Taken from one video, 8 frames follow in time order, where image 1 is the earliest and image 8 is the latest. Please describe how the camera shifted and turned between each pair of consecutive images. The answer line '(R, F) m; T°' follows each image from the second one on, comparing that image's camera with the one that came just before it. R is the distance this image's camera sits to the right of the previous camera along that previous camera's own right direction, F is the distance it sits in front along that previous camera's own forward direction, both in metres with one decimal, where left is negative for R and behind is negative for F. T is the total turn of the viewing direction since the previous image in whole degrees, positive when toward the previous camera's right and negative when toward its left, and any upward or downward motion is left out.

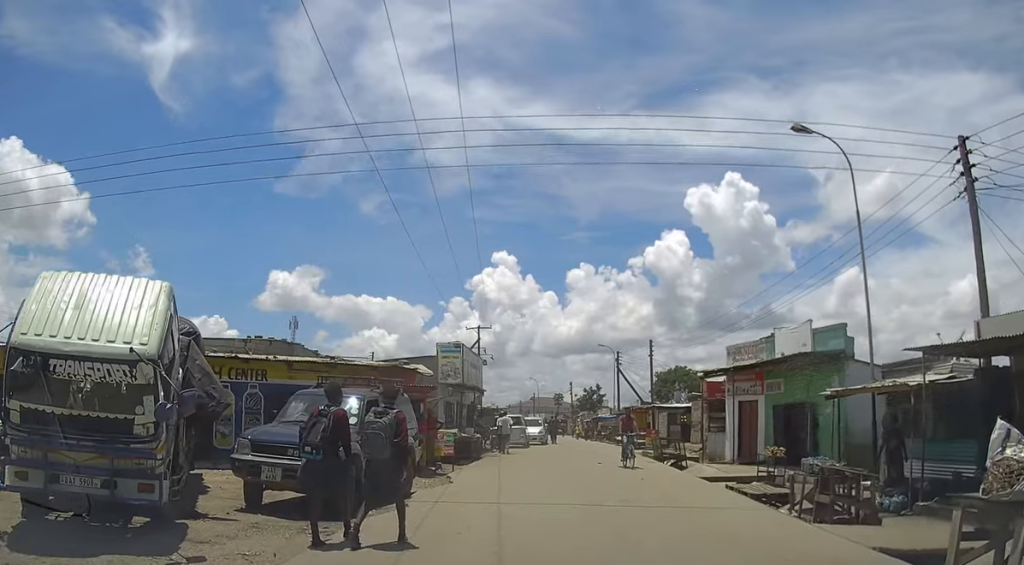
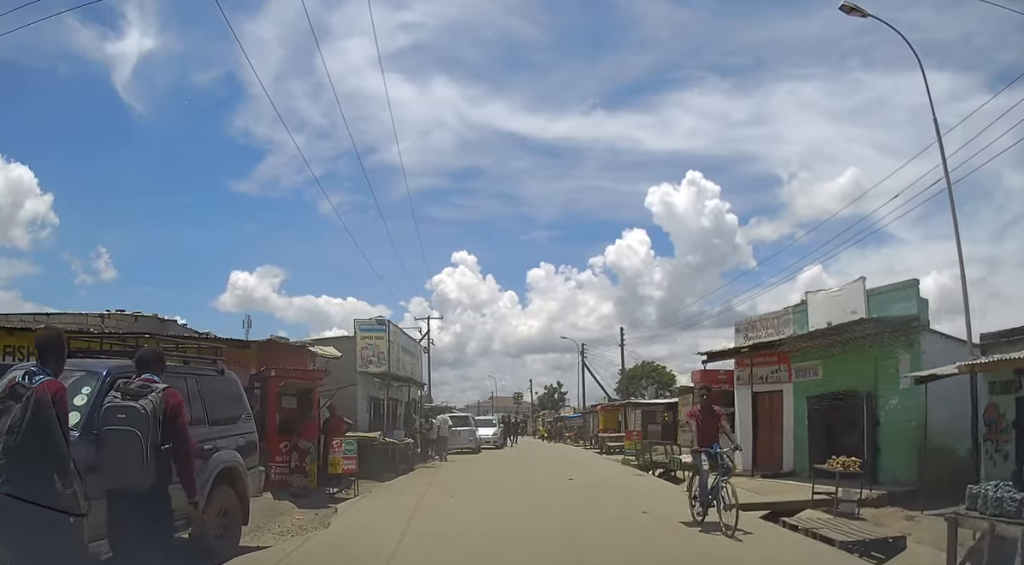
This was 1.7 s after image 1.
(0.0, +6.3) m; +2°
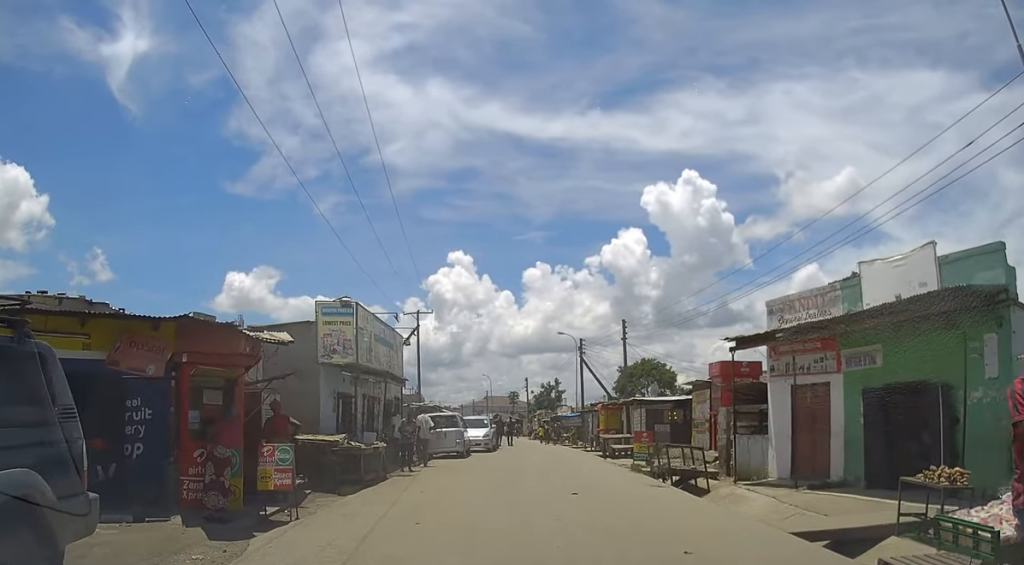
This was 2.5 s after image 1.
(+0.1, +3.3) m; +2°
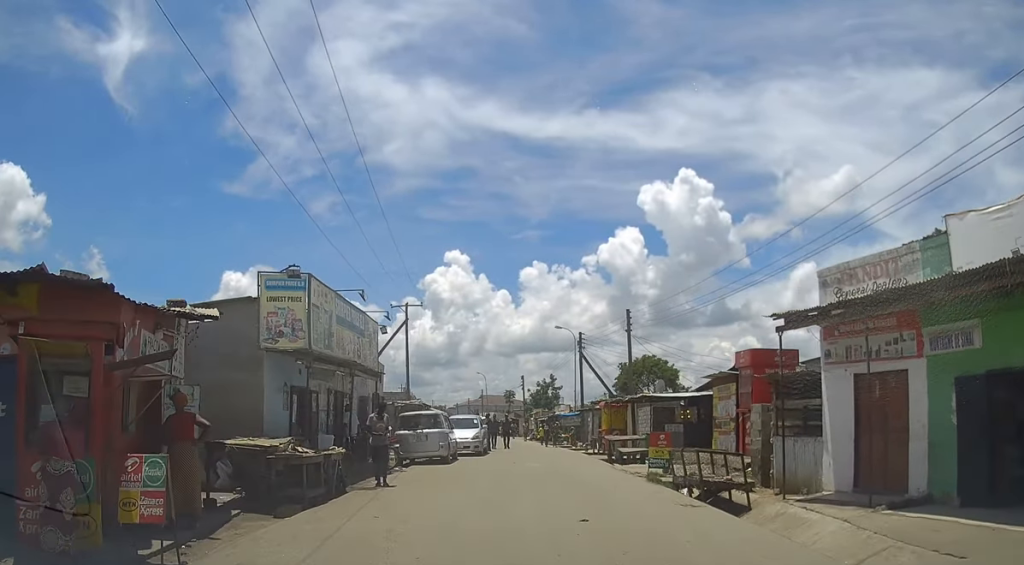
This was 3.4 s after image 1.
(0.0, +3.4) m; 0°
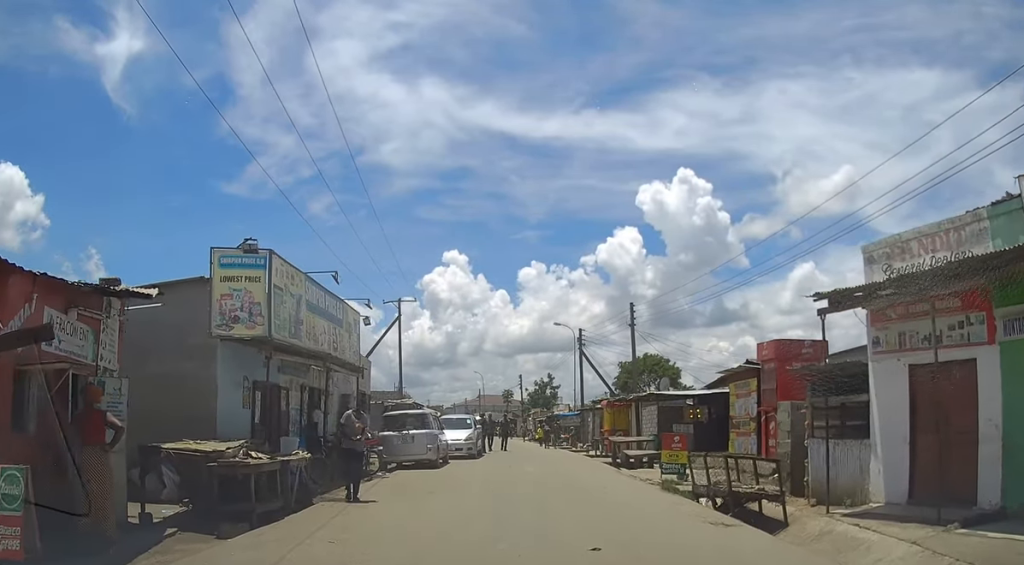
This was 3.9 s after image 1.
(0.0, +2.1) m; -1°
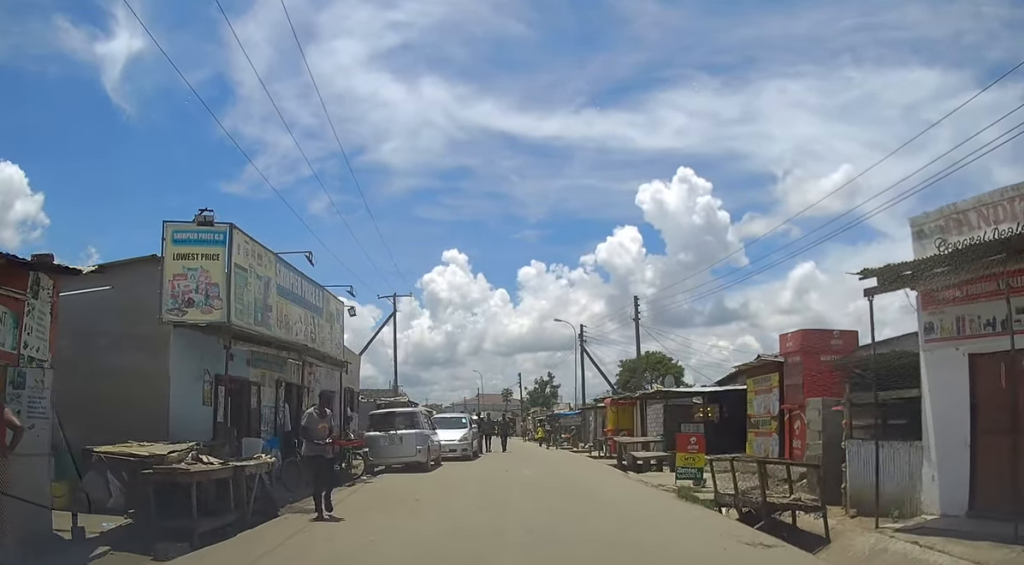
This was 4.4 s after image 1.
(0.0, +1.7) m; 0°
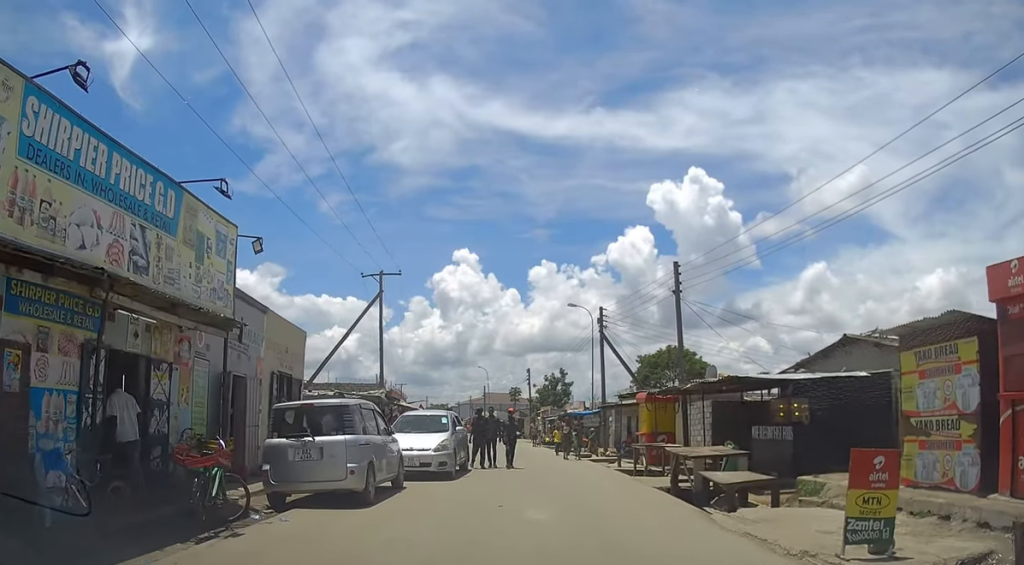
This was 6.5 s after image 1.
(0.0, +7.5) m; -1°
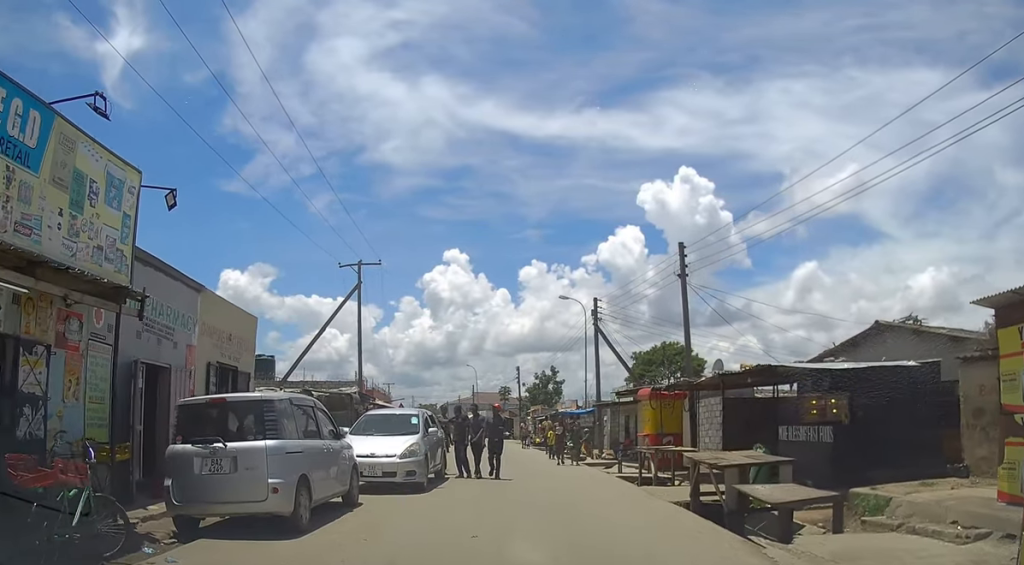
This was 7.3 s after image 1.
(0.0, +2.8) m; 0°
